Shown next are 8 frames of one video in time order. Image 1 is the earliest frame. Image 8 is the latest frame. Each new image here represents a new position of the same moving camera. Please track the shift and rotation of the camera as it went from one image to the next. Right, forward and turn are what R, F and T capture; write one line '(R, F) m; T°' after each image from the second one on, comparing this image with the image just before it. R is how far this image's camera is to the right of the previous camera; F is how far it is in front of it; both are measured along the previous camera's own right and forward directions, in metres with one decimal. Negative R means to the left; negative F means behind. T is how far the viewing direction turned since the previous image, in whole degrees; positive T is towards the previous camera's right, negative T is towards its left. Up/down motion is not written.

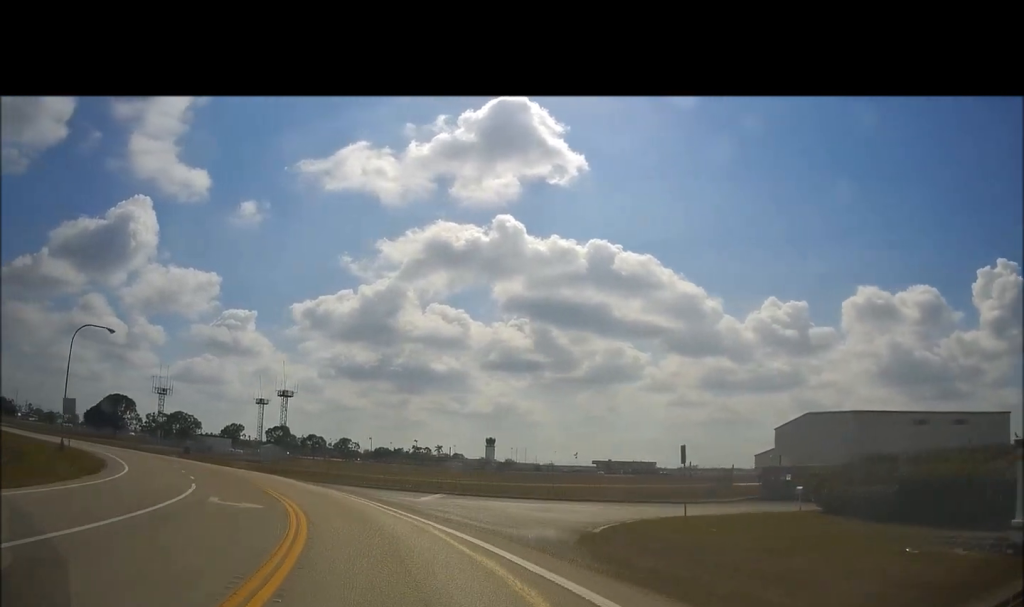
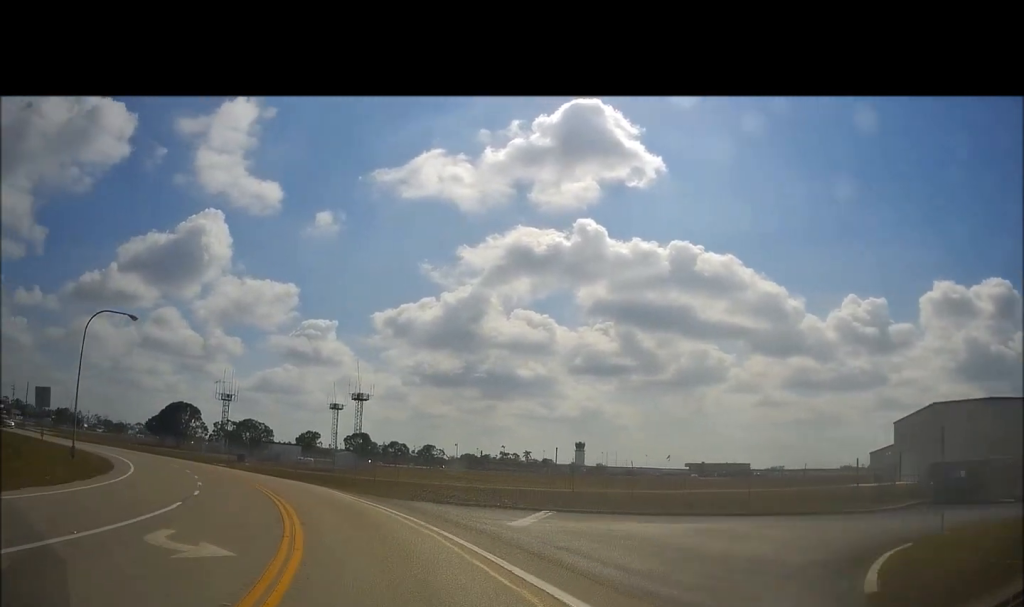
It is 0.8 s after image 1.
(-0.8, +8.6) m; -11°
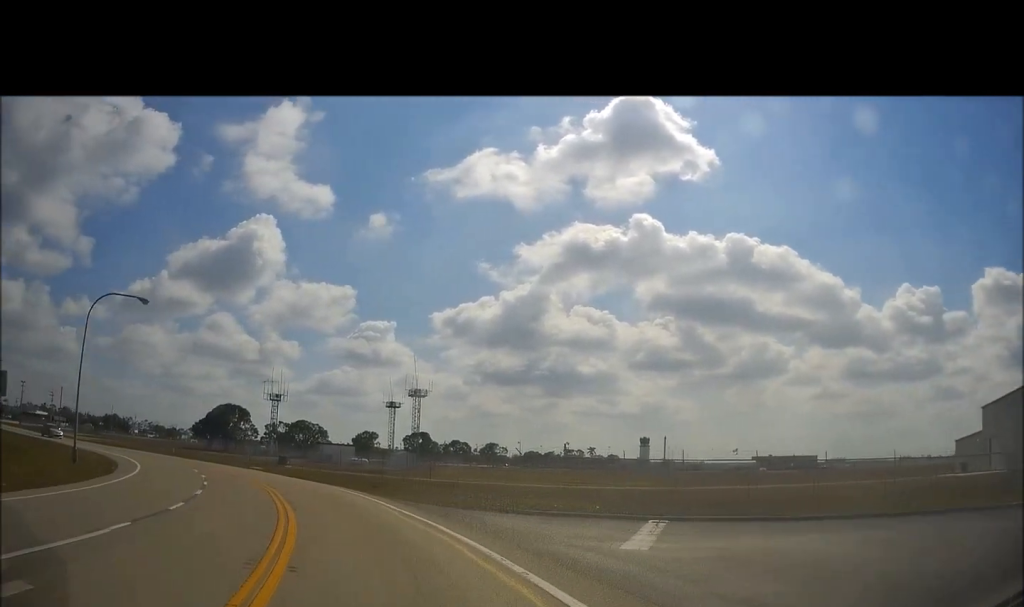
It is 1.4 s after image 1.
(-0.3, +6.3) m; -7°
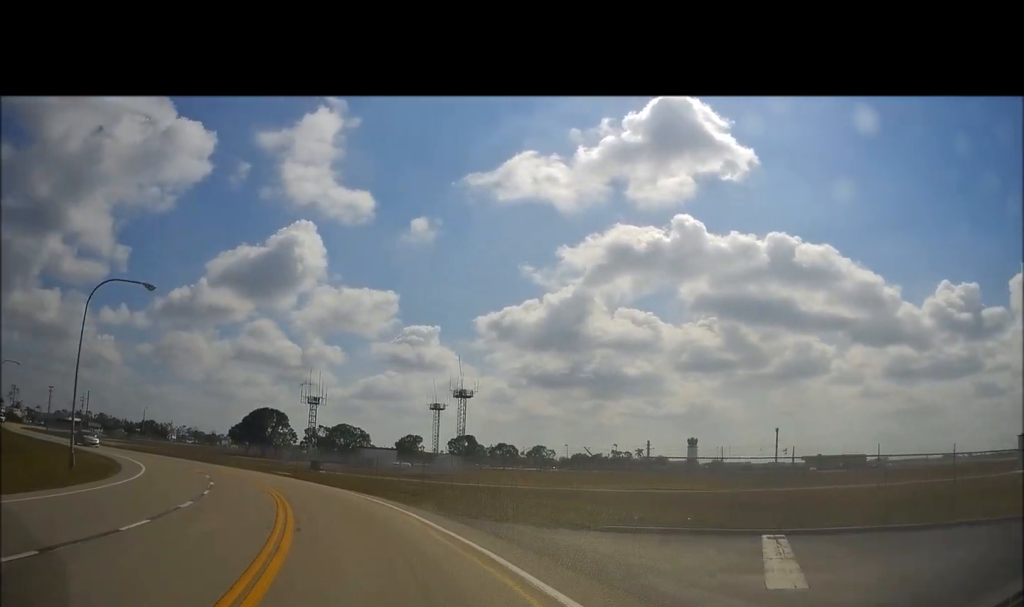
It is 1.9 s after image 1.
(-0.4, +4.5) m; -5°
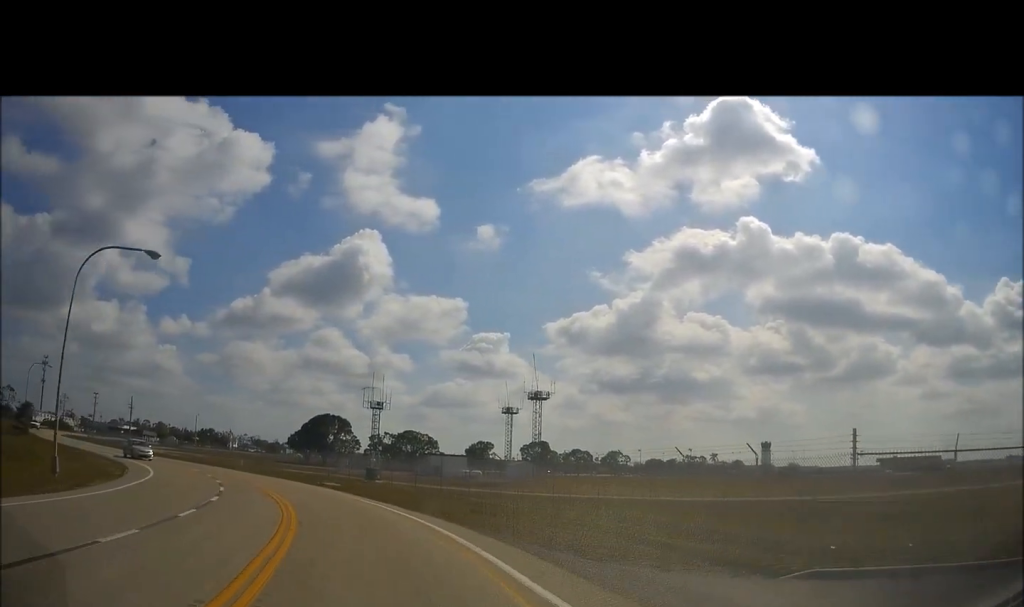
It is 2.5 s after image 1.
(-0.2, +6.8) m; -7°
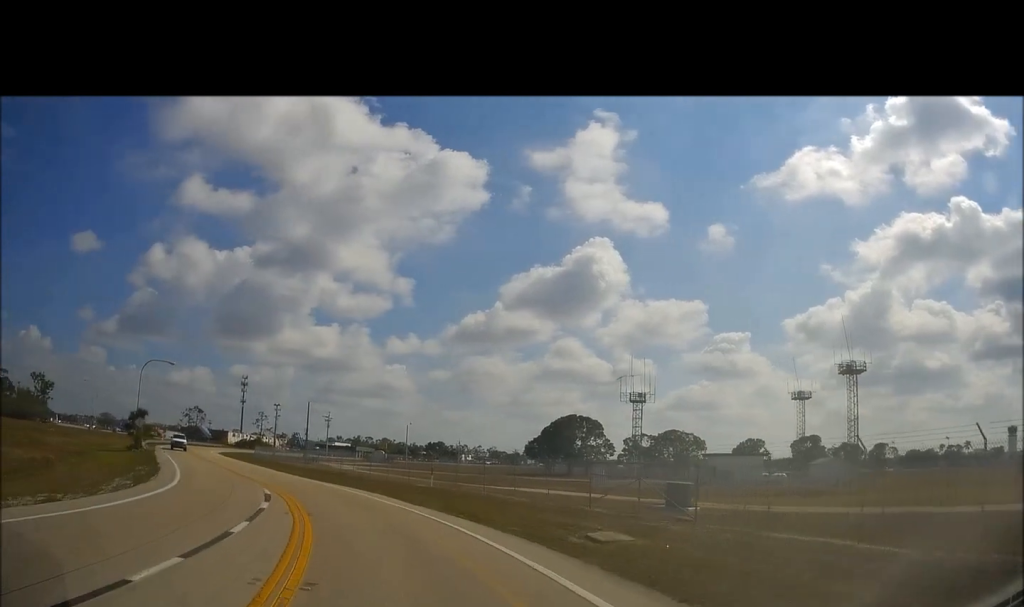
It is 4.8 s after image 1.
(-3.4, +22.1) m; -18°
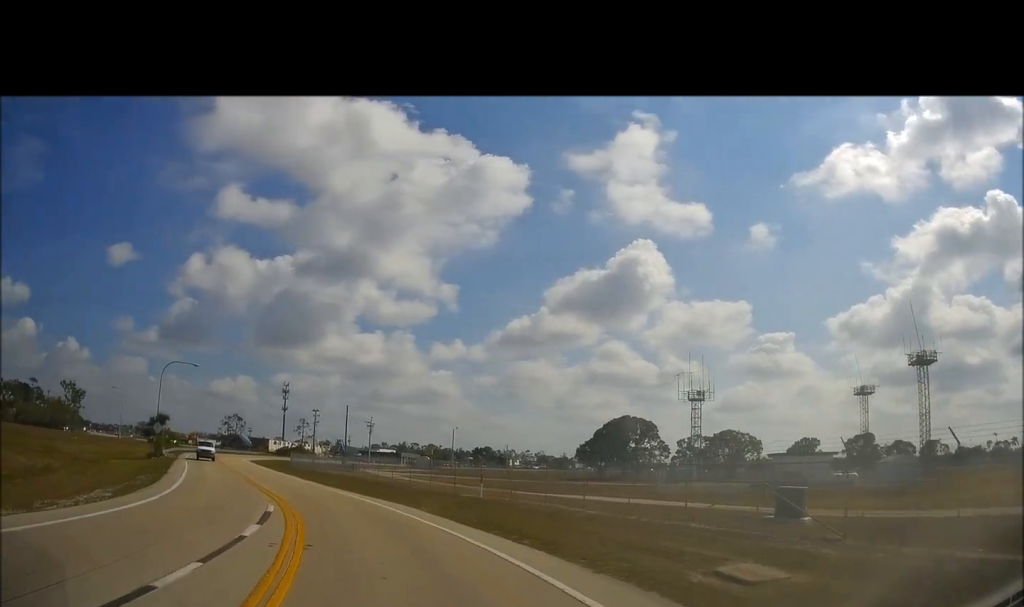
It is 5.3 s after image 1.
(-0.1, +4.6) m; -6°
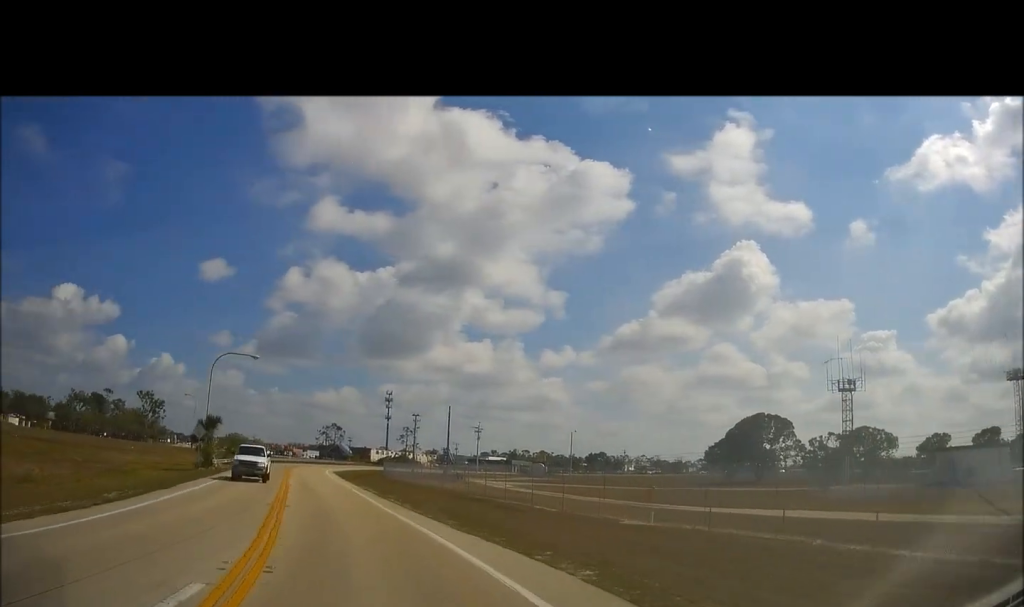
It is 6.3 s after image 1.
(-1.4, +10.5) m; -16°
